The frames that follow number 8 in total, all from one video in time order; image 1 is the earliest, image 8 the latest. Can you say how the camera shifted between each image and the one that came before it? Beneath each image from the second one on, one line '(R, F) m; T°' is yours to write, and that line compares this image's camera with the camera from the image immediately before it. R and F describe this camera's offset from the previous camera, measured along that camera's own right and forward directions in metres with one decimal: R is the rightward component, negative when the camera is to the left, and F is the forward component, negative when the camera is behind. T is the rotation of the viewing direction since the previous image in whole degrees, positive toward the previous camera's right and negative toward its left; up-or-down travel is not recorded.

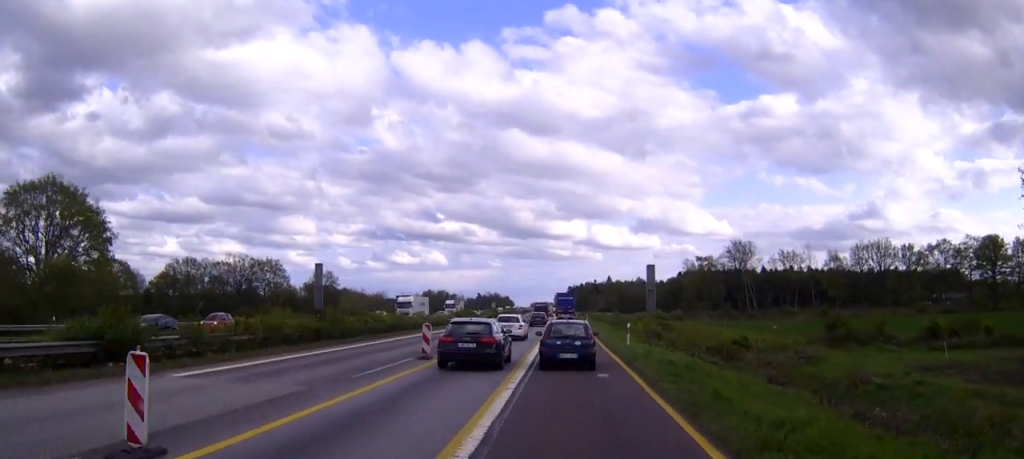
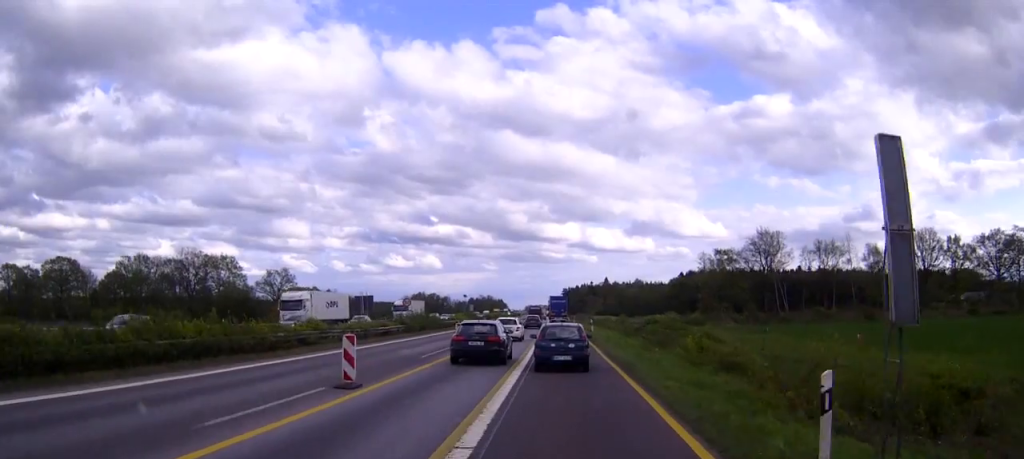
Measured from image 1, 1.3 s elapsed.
(0.0, +26.2) m; 0°
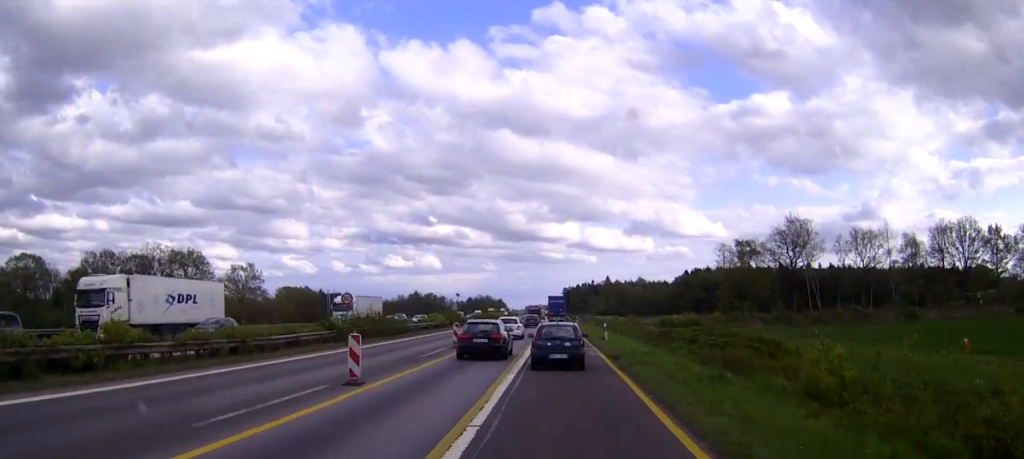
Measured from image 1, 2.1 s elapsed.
(0.0, +17.8) m; 0°
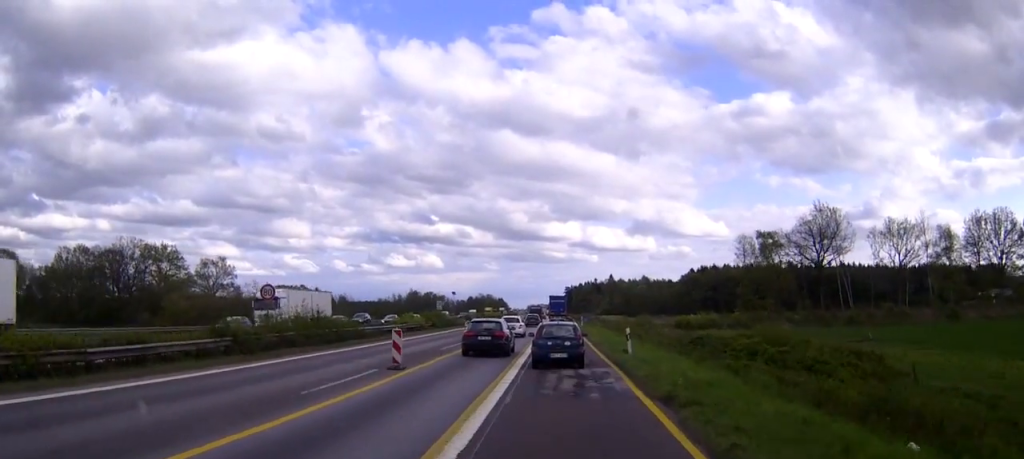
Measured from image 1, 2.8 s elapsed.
(0.0, +12.9) m; 0°
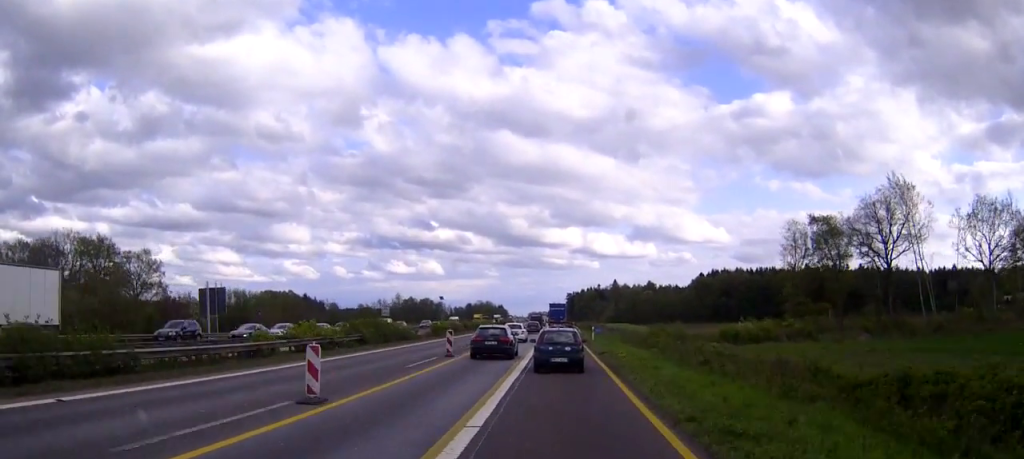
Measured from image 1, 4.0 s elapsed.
(0.0, +25.1) m; 0°
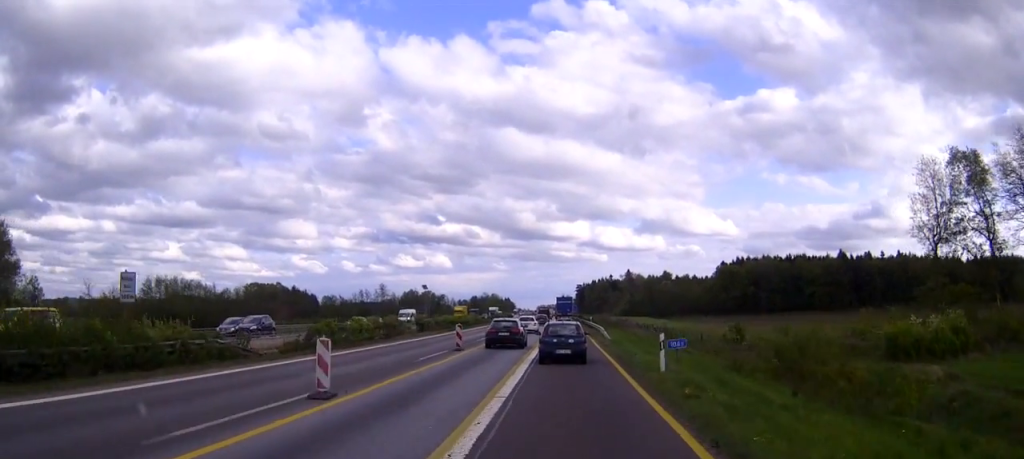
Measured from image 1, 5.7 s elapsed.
(-0.2, +35.4) m; -1°
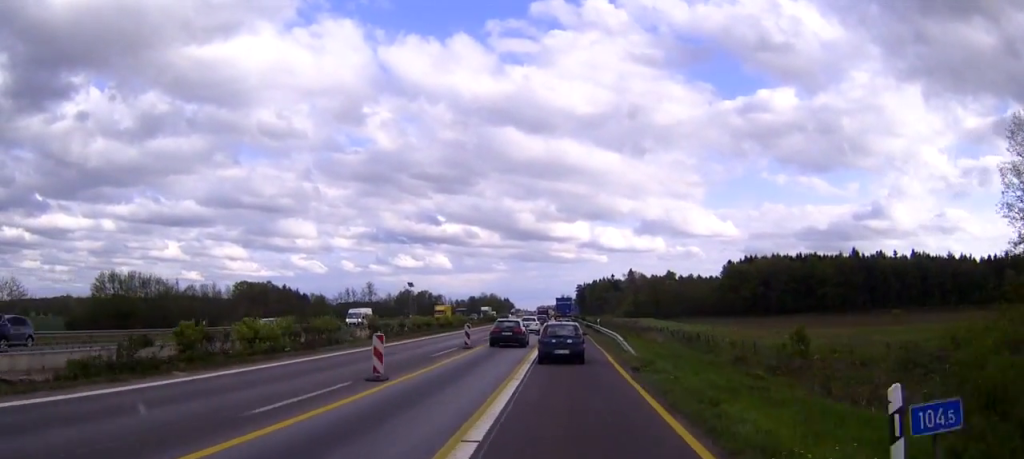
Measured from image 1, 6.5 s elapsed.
(0.0, +14.9) m; 0°
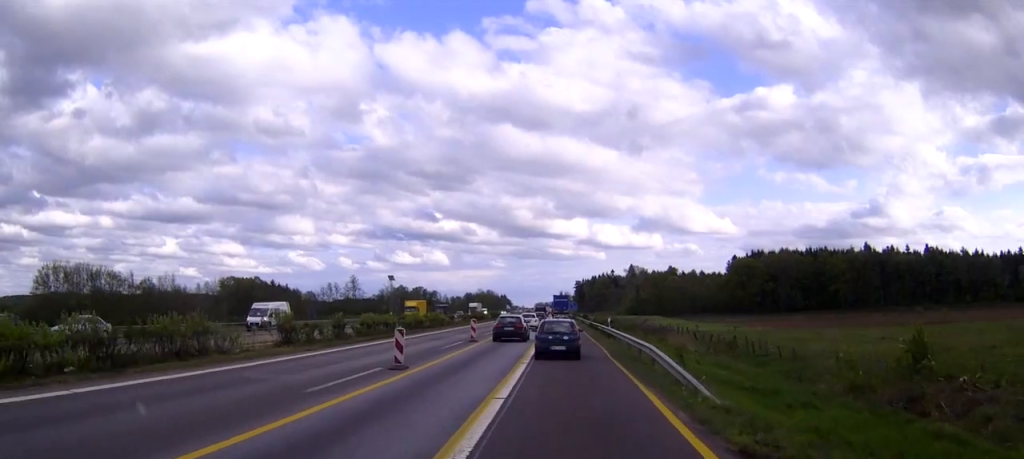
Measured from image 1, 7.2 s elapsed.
(0.0, +14.8) m; 0°
